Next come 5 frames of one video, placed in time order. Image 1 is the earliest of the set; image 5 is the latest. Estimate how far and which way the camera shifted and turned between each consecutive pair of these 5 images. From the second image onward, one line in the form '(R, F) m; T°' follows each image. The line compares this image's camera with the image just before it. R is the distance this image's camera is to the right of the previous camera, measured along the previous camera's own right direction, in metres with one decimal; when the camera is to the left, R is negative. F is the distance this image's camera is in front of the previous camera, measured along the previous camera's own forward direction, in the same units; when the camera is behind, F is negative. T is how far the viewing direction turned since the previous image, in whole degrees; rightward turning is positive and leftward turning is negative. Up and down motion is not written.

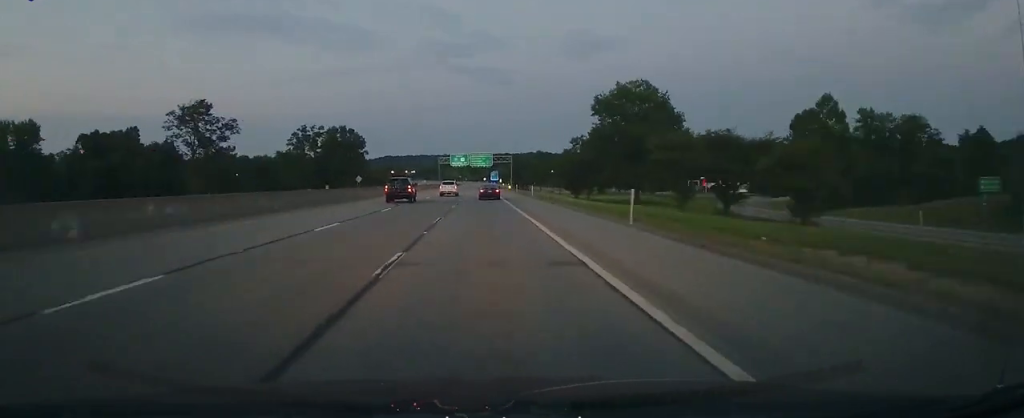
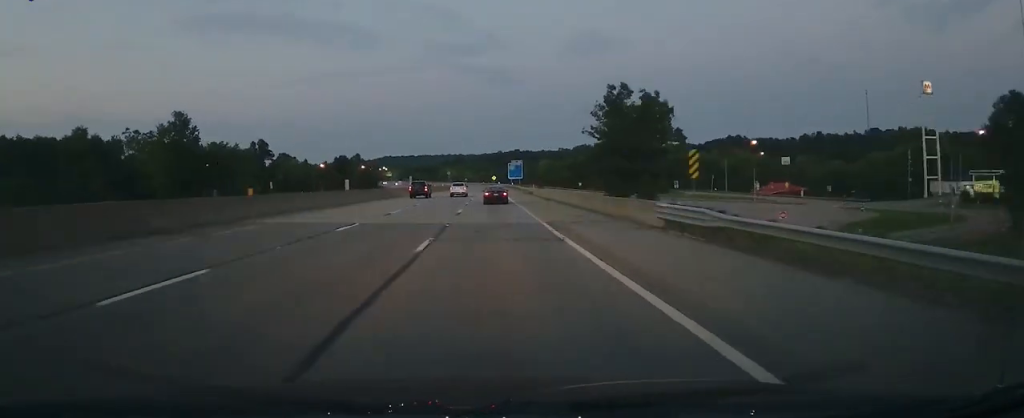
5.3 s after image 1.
(-0.9, +169.0) m; -1°
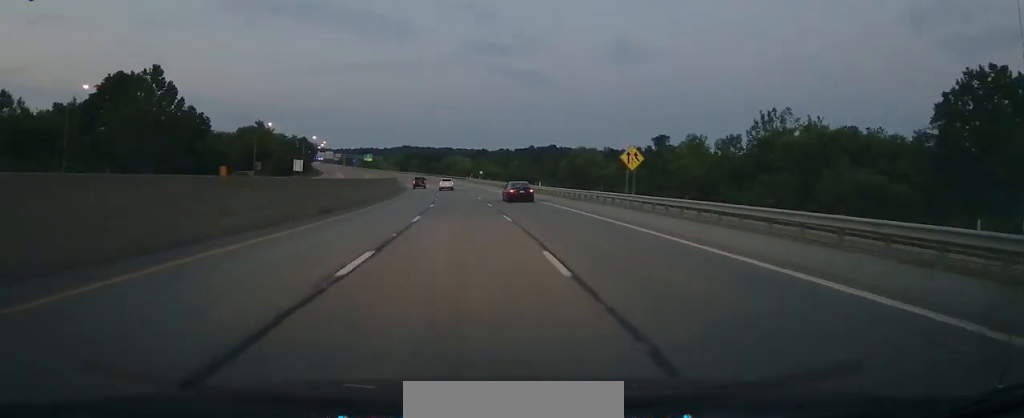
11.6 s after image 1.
(-3.9, +196.5) m; -7°
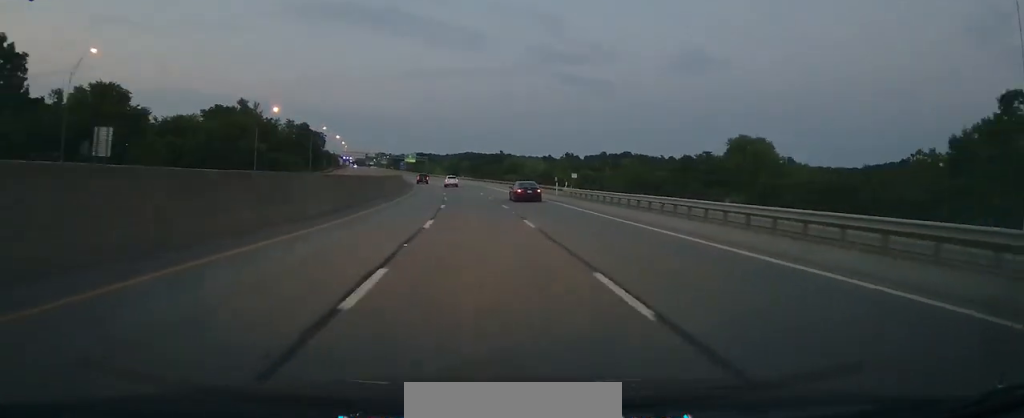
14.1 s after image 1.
(-6.7, +78.8) m; -5°
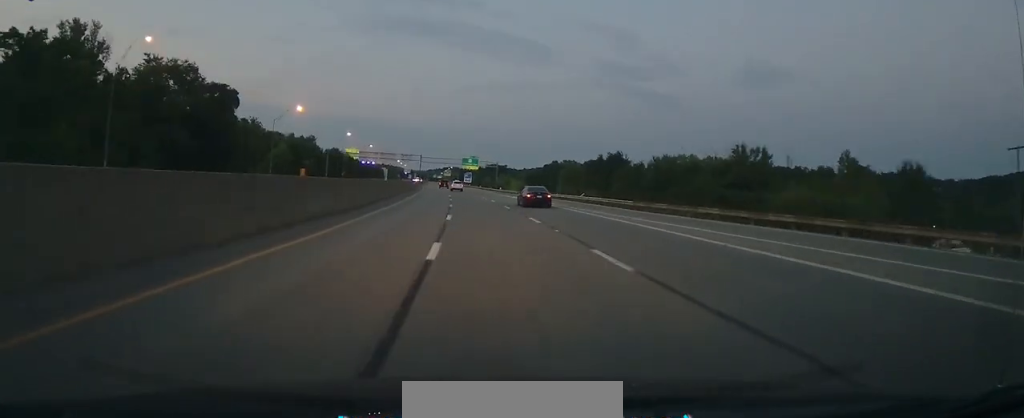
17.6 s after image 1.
(-6.9, +109.0) m; -6°
